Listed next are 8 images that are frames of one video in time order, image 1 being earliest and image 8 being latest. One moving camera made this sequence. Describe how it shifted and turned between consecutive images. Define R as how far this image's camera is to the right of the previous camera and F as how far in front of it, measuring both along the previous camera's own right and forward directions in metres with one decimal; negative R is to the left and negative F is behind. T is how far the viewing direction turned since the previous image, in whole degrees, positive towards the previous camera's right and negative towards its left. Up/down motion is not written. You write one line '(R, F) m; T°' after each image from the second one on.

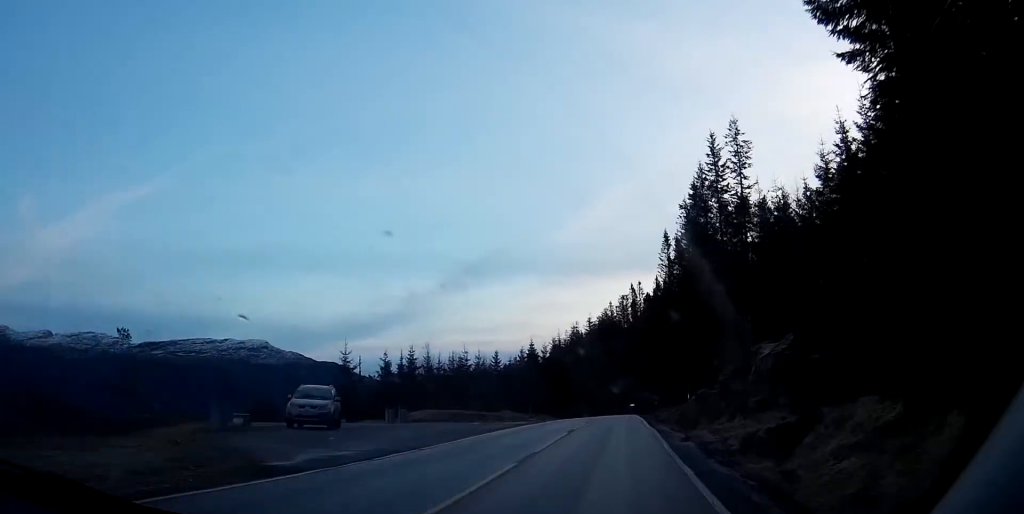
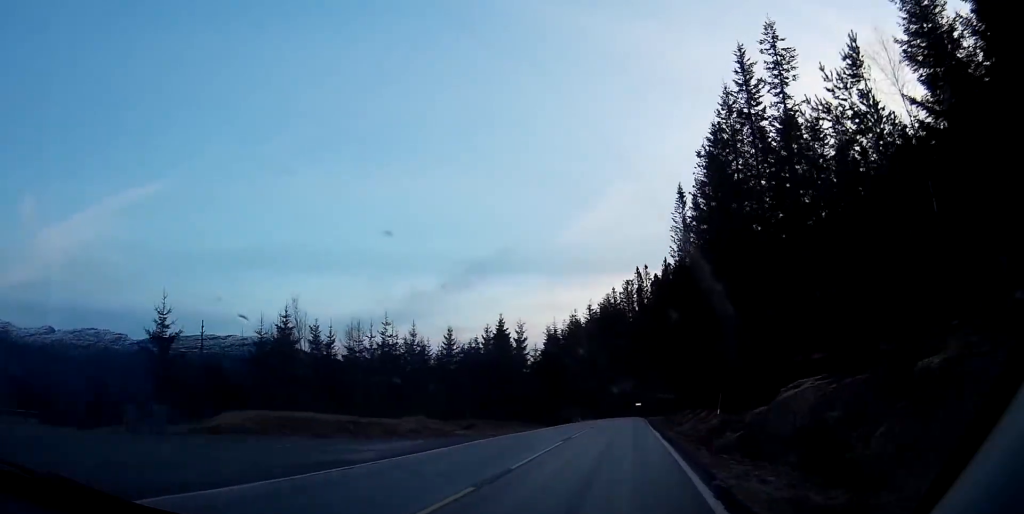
(-0.2, +27.6) m; 0°
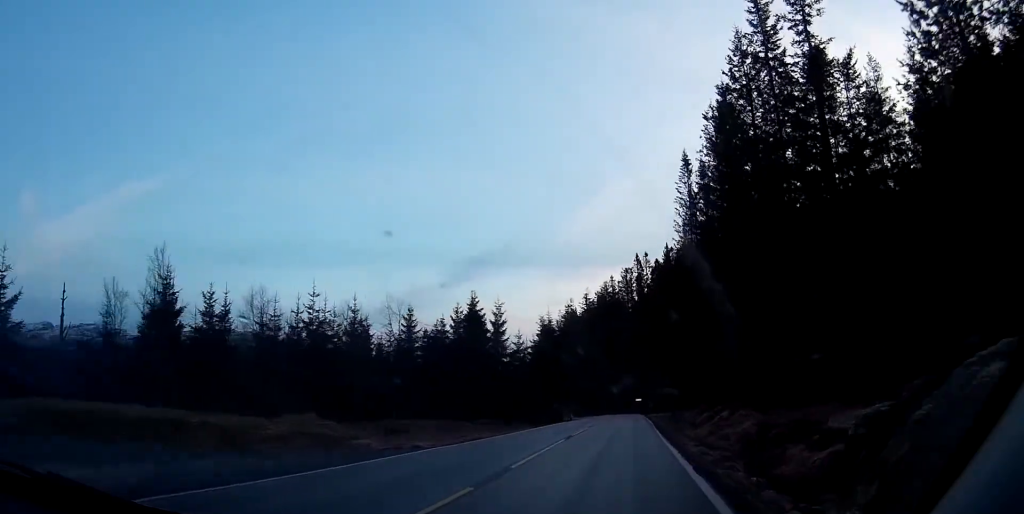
(0.0, +12.6) m; 0°
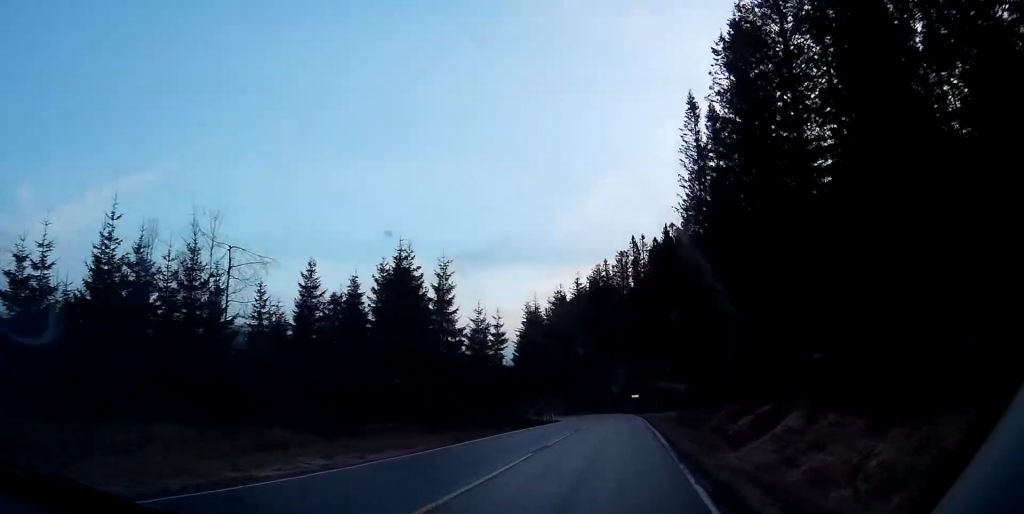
(+0.1, +17.9) m; 0°
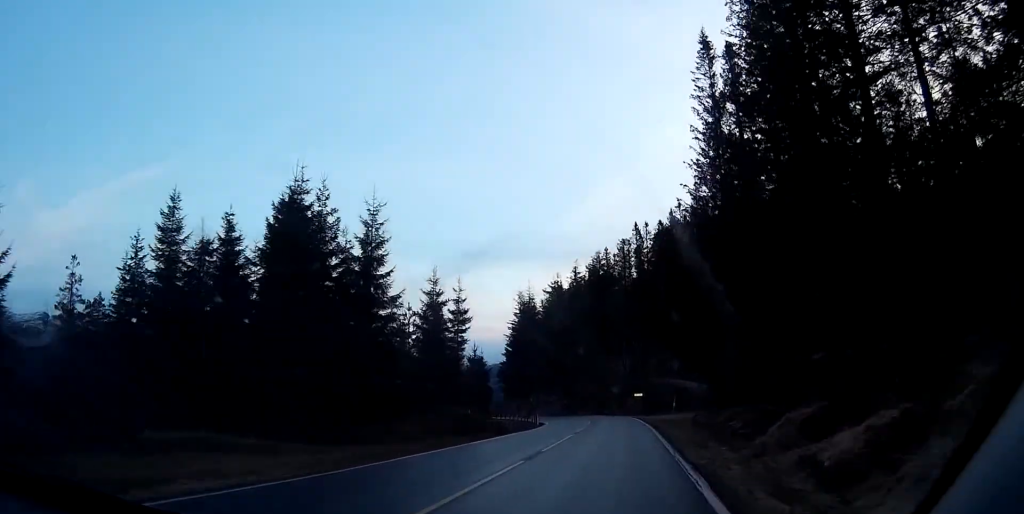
(+0.1, +13.9) m; 0°
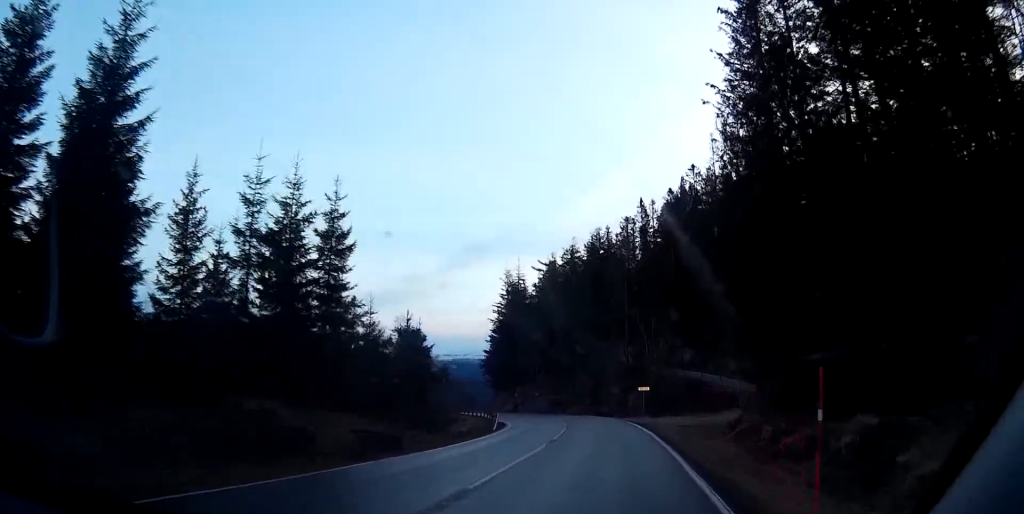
(-0.2, +19.7) m; -1°
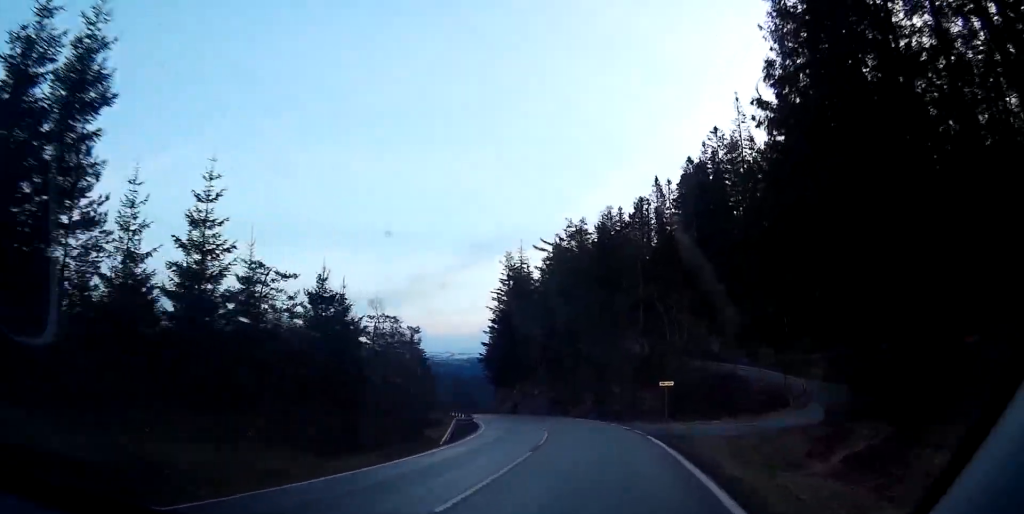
(0.0, +14.1) m; -3°
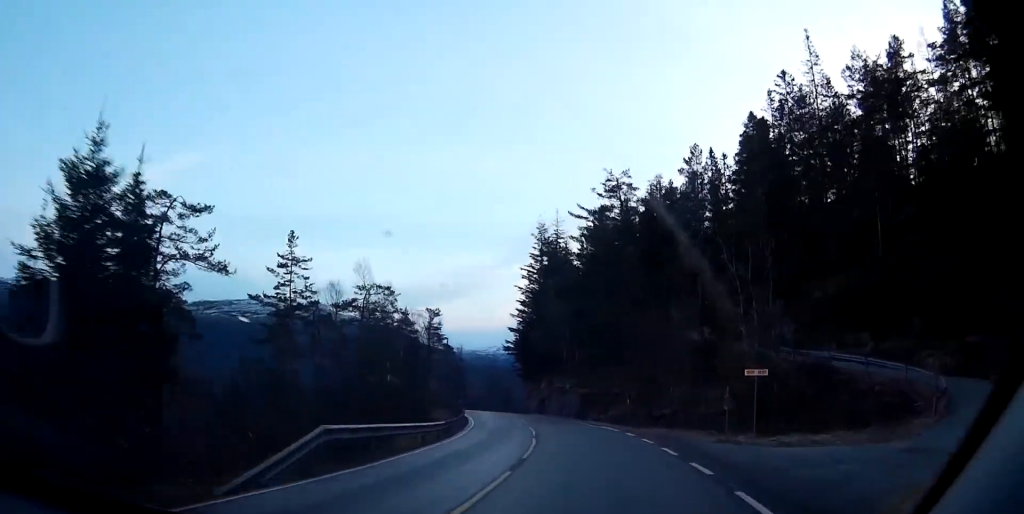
(-0.7, +16.7) m; -4°
